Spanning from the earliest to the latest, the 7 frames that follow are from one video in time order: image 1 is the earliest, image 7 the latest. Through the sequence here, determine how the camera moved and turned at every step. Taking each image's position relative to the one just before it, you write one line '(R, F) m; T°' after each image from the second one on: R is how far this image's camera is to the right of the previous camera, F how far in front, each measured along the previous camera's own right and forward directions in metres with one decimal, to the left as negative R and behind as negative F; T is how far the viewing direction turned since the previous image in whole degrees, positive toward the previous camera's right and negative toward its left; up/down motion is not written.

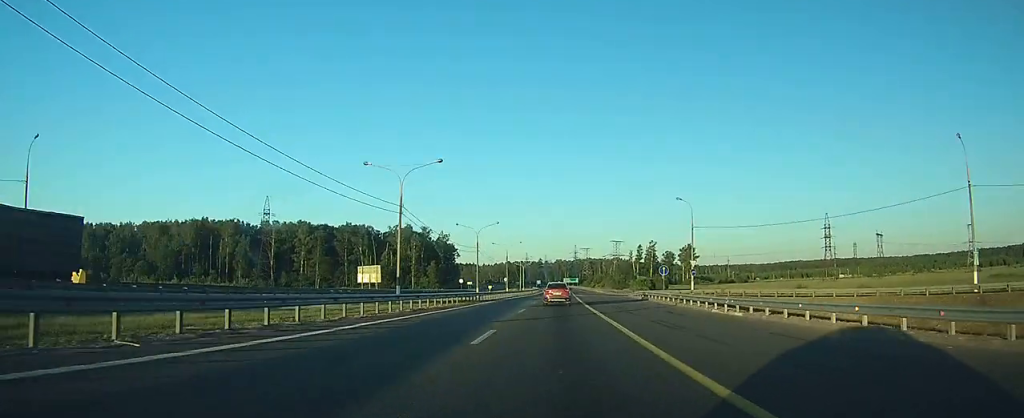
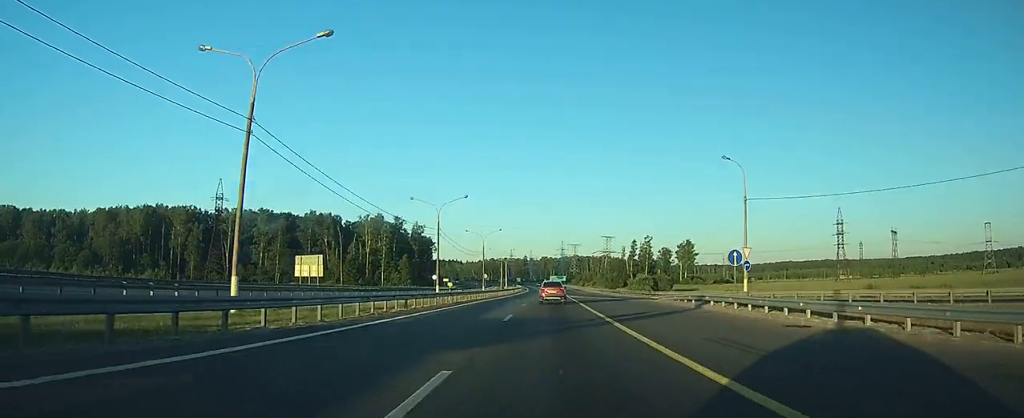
(+0.1, +23.6) m; +1°
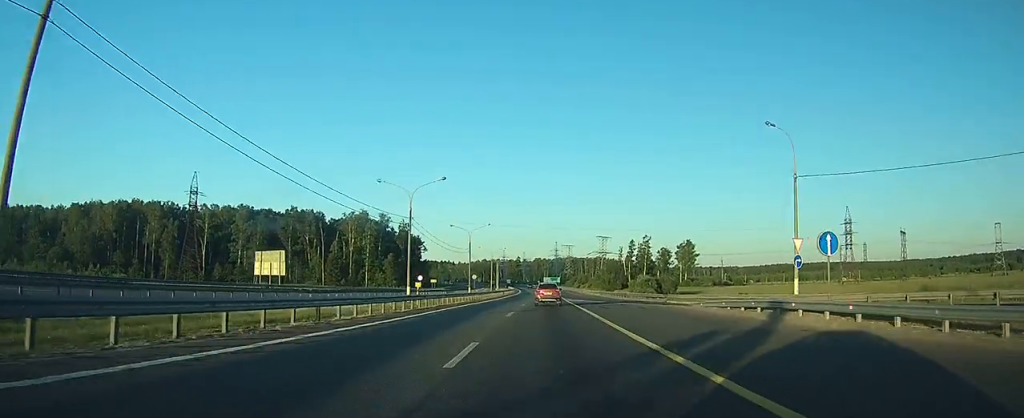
(+0.1, +11.6) m; 0°
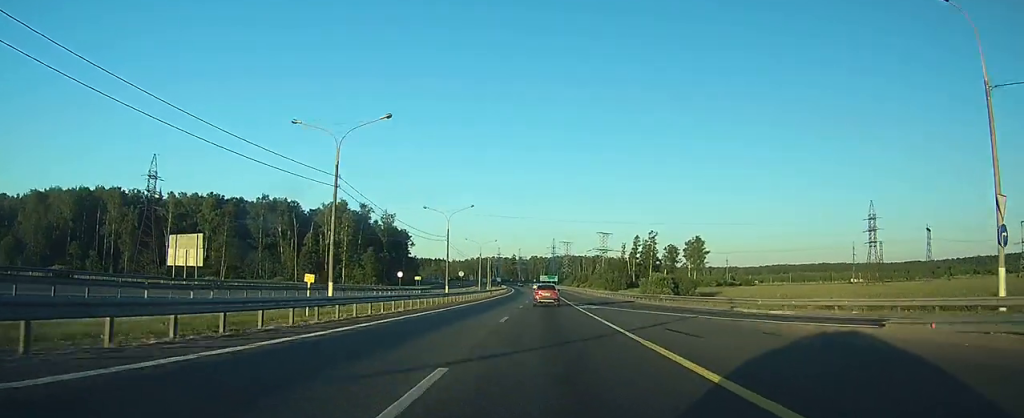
(+0.1, +19.8) m; +1°
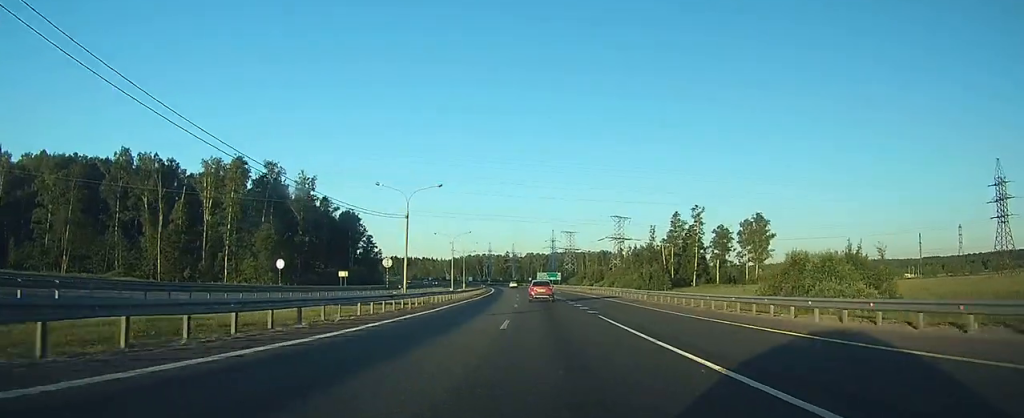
(+1.6, +67.4) m; +2°
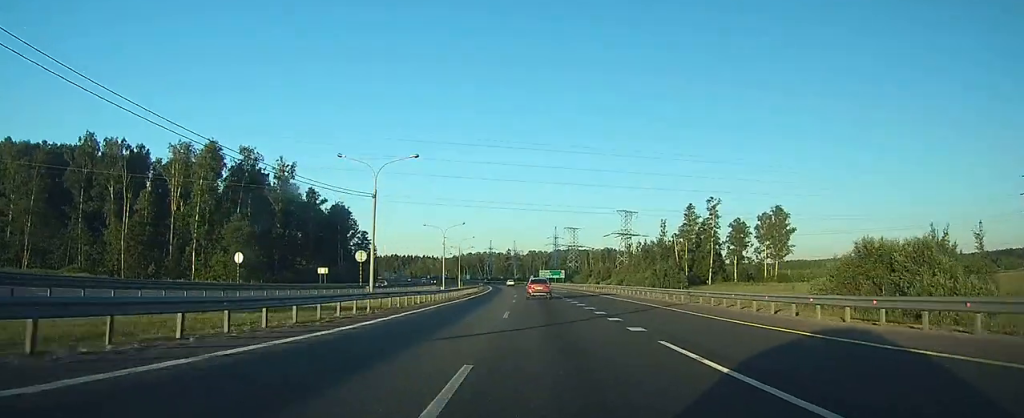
(0.0, +12.2) m; 0°
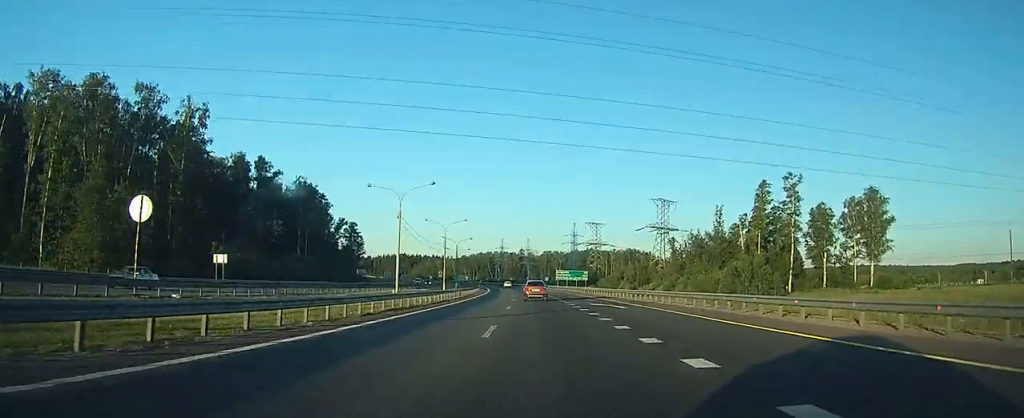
(-0.2, +38.6) m; -1°
